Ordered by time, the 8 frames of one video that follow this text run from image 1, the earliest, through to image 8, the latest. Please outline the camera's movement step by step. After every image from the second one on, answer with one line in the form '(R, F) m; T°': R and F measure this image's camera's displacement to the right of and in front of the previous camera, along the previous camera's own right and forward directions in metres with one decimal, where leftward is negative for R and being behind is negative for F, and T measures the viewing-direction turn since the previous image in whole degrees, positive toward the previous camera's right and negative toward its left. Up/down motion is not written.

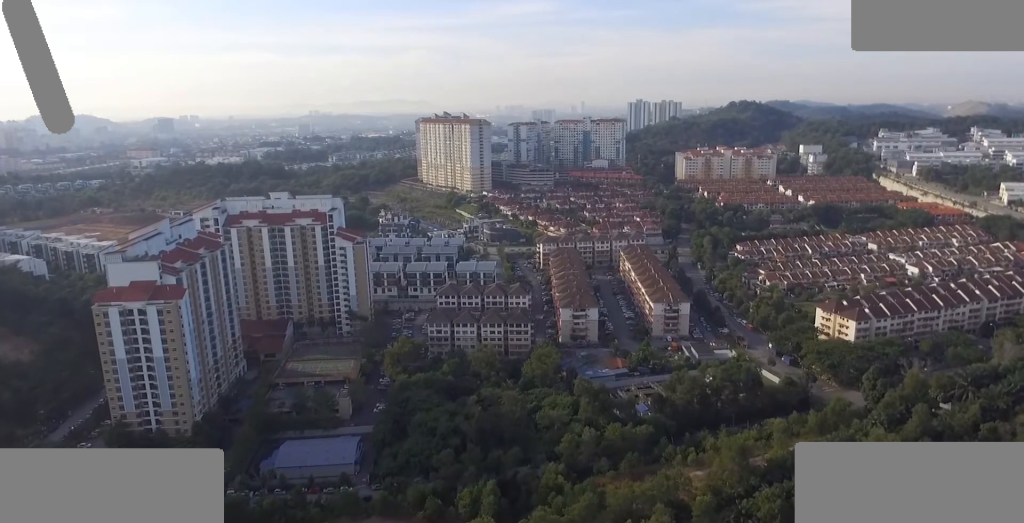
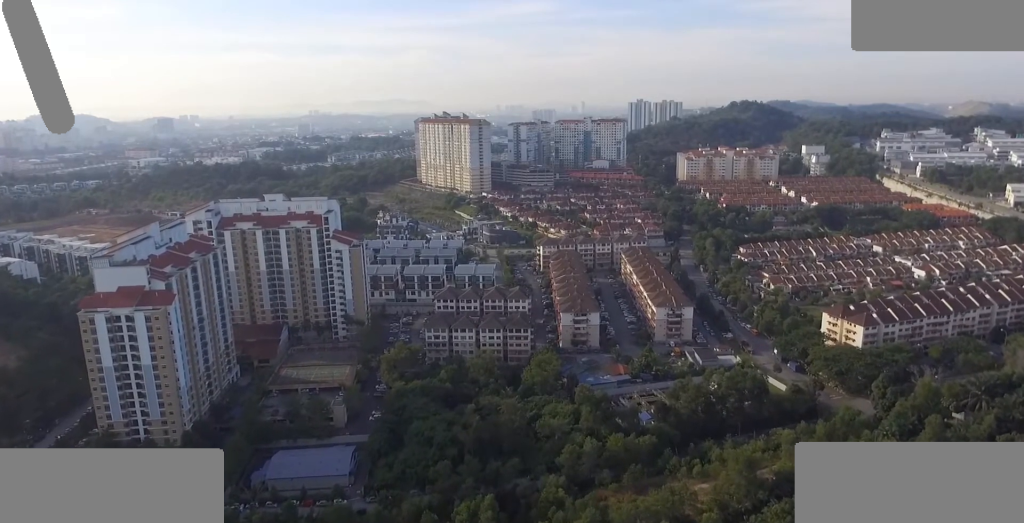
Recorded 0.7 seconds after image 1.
(0.0, +7.1) m; 0°
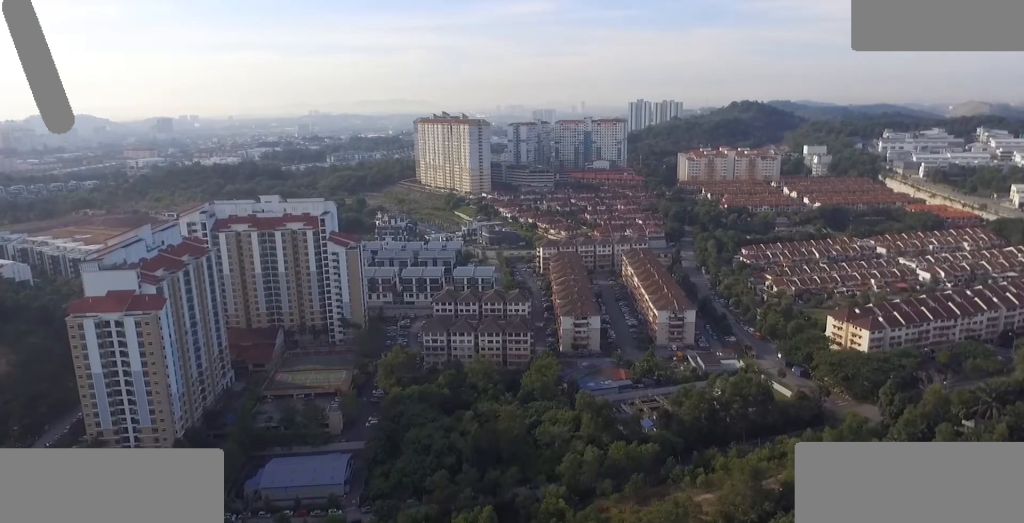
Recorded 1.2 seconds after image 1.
(0.0, +5.1) m; 0°
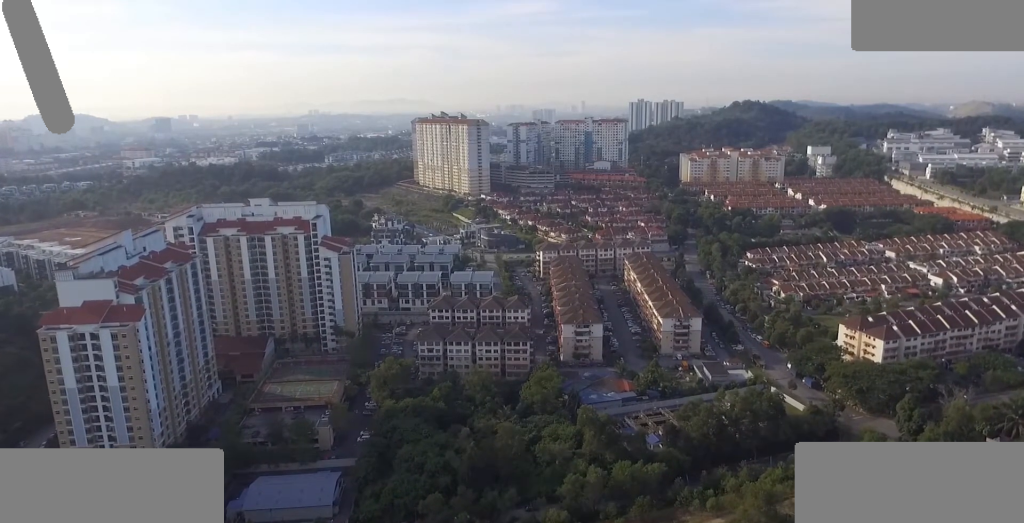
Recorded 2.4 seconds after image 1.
(0.0, +11.8) m; 0°
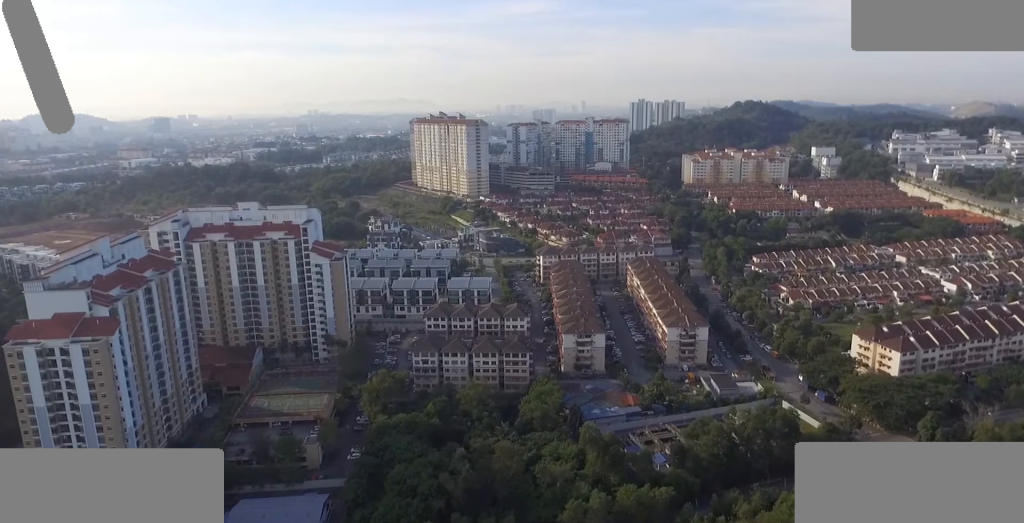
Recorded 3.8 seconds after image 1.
(0.0, +13.0) m; 0°
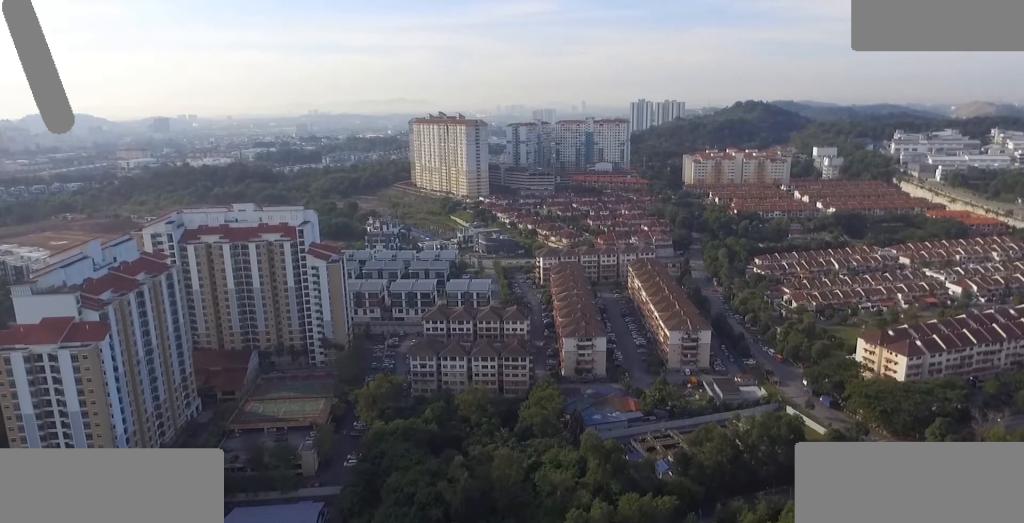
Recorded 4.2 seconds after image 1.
(0.0, +4.3) m; 0°
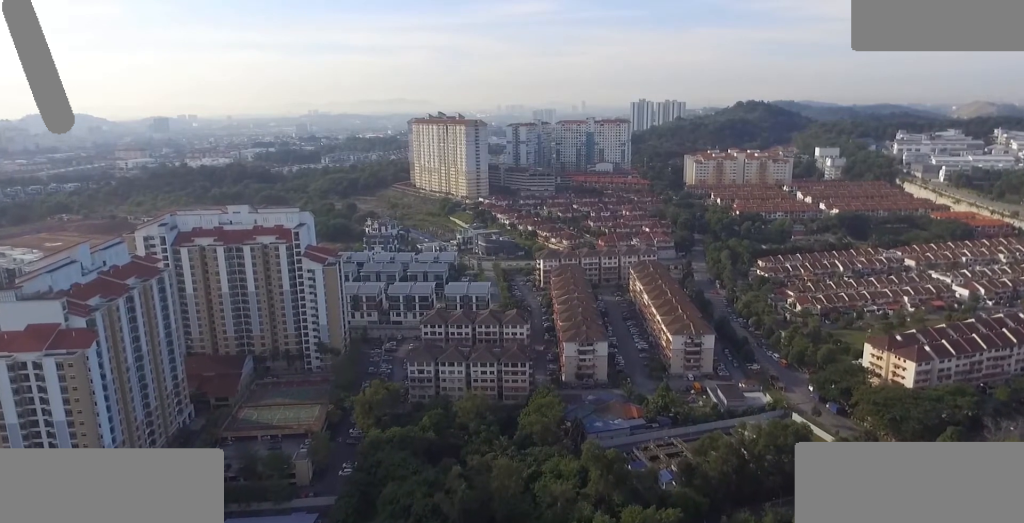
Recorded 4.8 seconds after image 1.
(0.0, +5.9) m; 0°
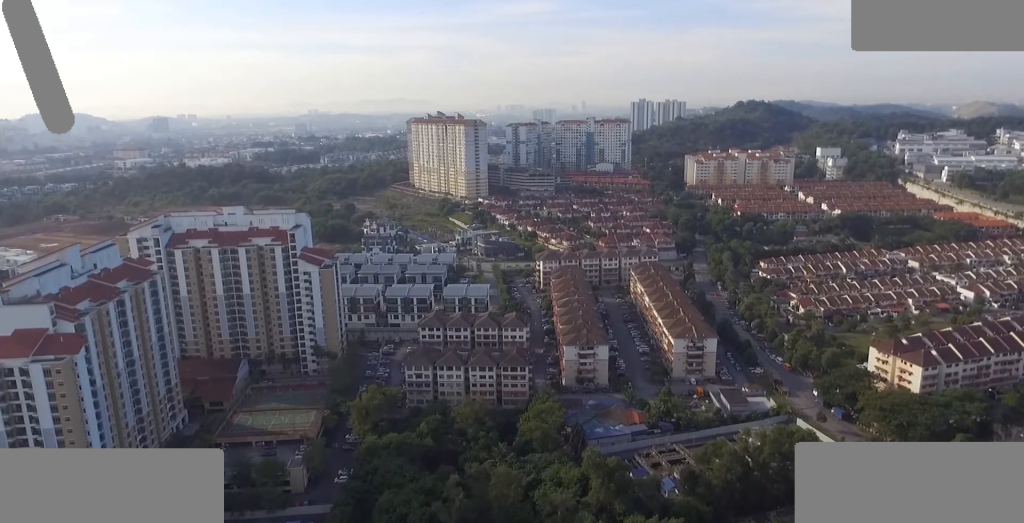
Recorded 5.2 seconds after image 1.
(0.0, +4.3) m; 0°
